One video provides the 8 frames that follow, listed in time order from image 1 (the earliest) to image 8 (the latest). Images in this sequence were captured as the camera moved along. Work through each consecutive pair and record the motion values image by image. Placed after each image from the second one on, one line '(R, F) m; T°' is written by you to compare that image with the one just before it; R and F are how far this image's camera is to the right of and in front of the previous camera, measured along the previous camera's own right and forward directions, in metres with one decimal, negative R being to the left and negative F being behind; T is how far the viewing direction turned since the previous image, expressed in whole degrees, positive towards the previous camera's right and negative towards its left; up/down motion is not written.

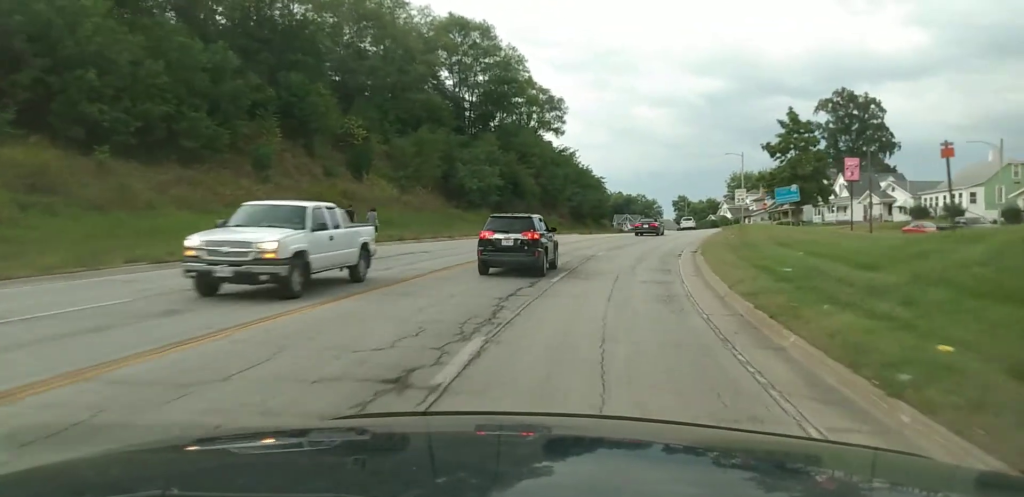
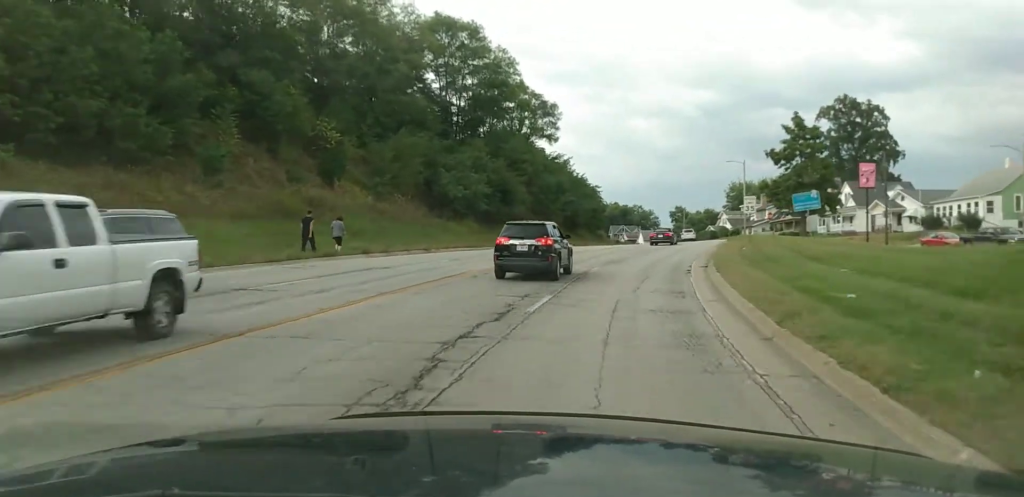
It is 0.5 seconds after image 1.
(-0.2, +4.5) m; +1°
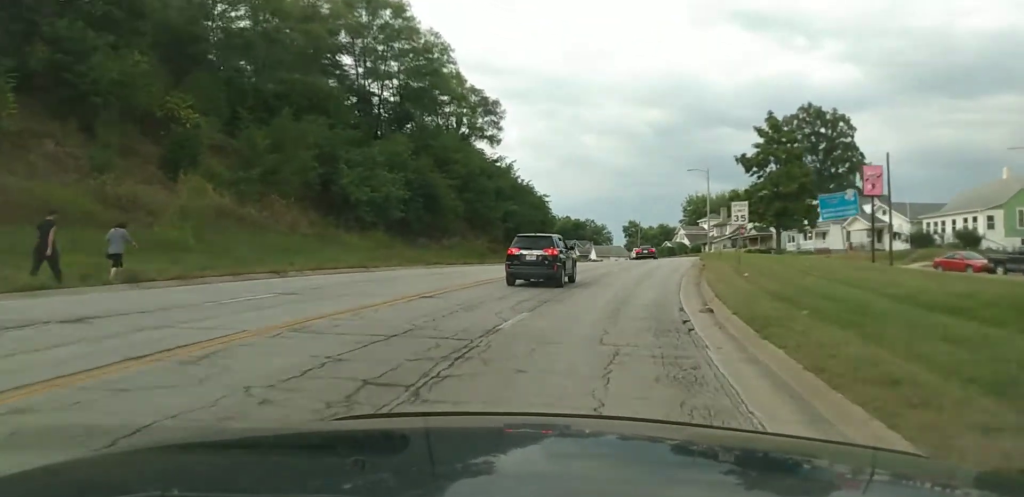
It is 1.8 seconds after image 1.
(+0.6, +13.0) m; +4°
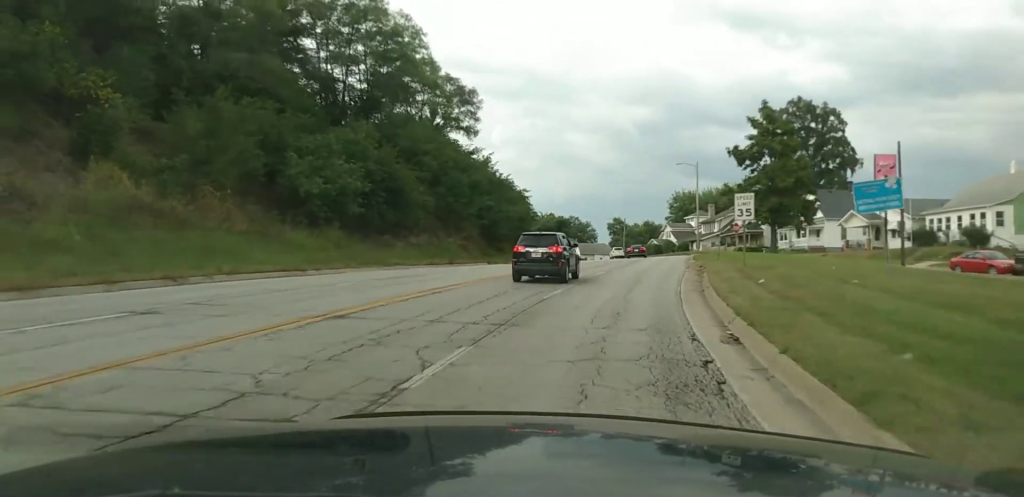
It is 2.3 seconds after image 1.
(0.0, +4.9) m; -1°
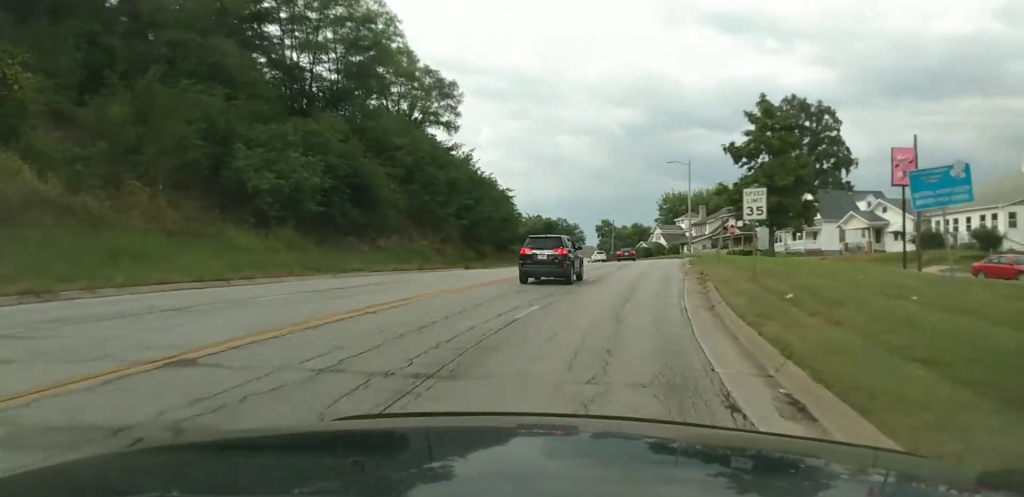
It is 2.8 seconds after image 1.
(+0.1, +4.9) m; -1°
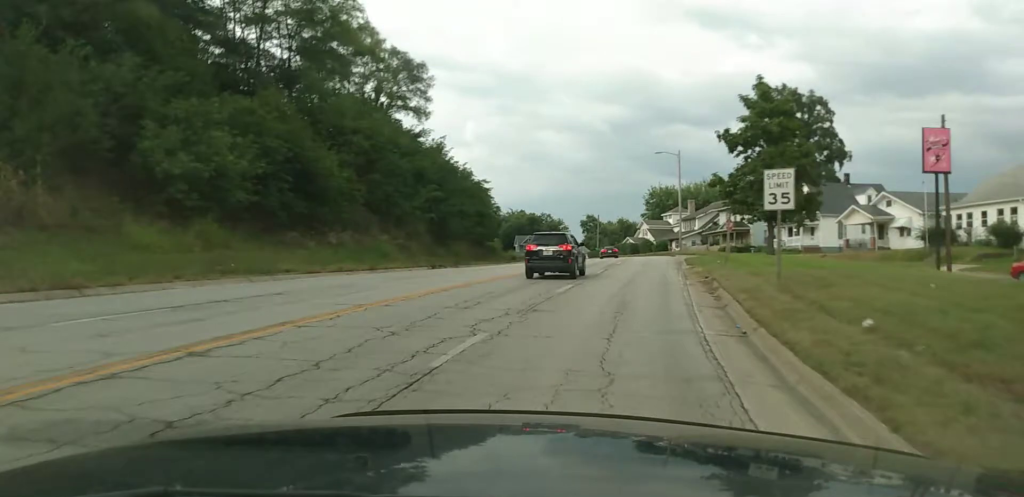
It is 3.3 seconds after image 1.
(-0.2, +6.0) m; +1°
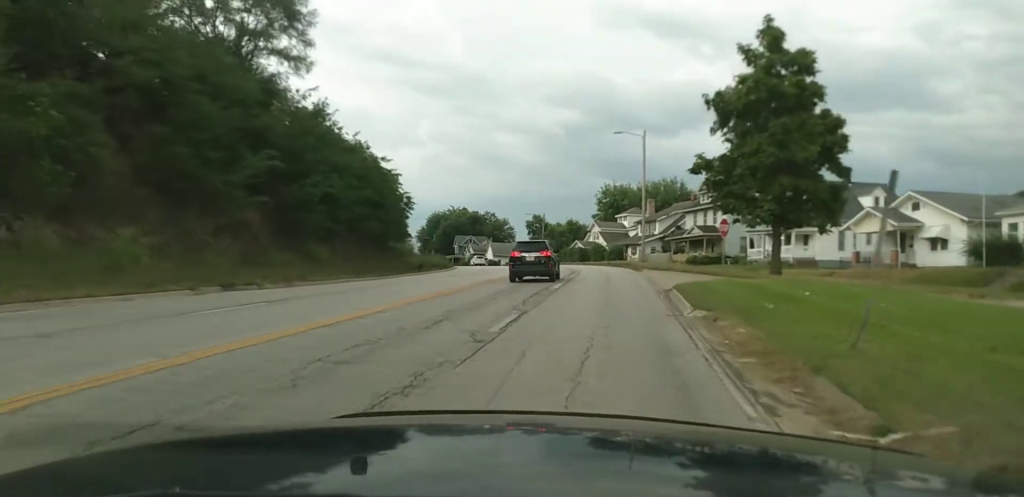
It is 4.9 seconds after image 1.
(+0.7, +18.9) m; +3°
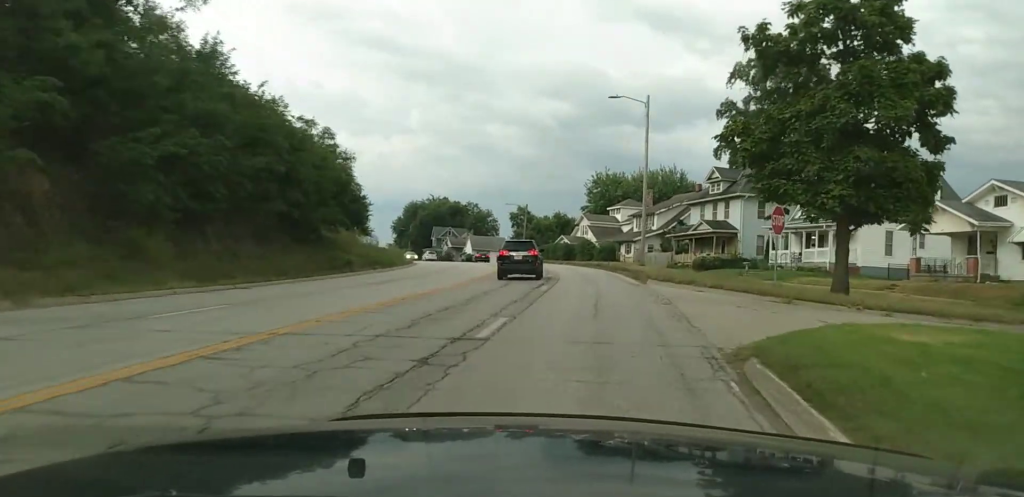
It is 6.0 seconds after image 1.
(-0.1, +13.7) m; +1°
